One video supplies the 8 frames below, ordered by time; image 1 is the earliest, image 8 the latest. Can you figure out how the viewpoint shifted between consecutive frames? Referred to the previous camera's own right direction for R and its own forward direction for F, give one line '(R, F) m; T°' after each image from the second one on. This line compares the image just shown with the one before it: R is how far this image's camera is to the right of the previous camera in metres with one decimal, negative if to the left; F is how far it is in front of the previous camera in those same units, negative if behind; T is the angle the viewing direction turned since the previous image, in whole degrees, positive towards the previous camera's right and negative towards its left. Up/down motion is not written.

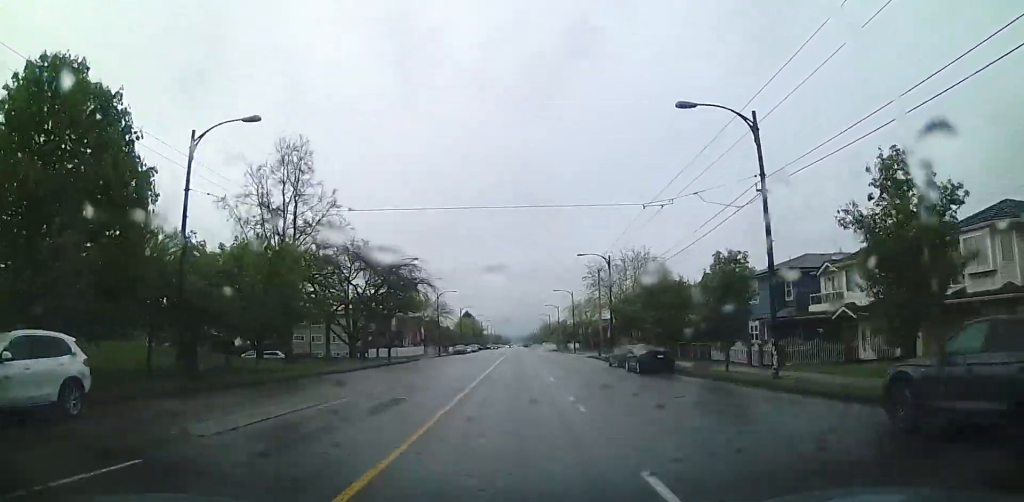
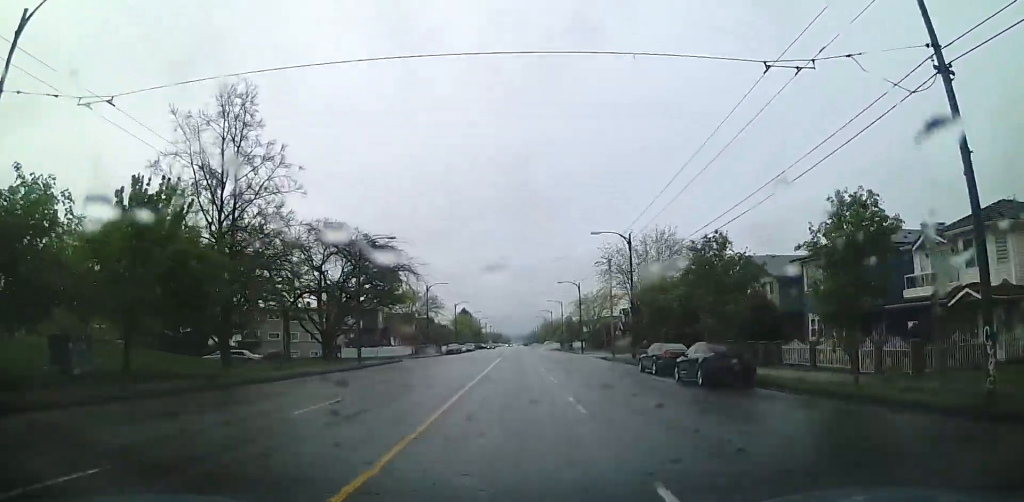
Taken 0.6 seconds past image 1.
(-0.2, +10.1) m; 0°
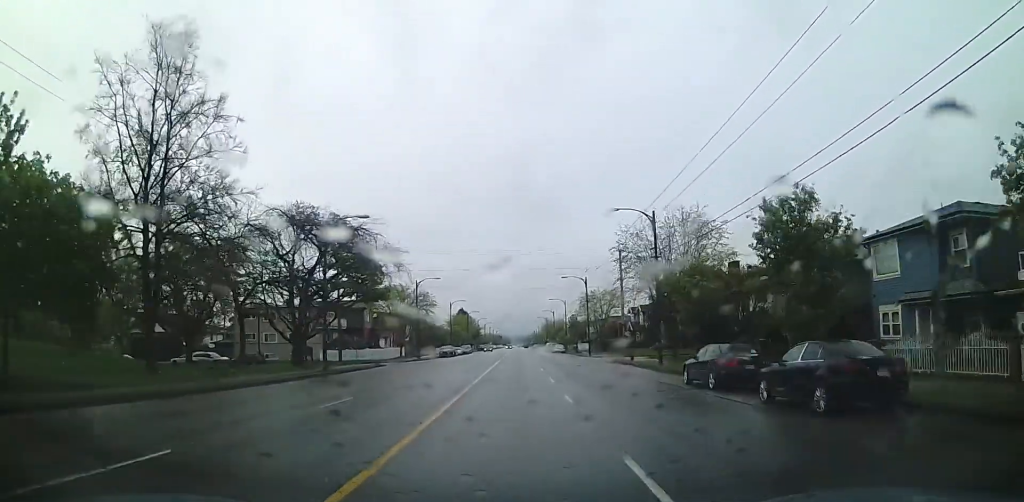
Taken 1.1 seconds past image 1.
(0.0, +7.7) m; 0°
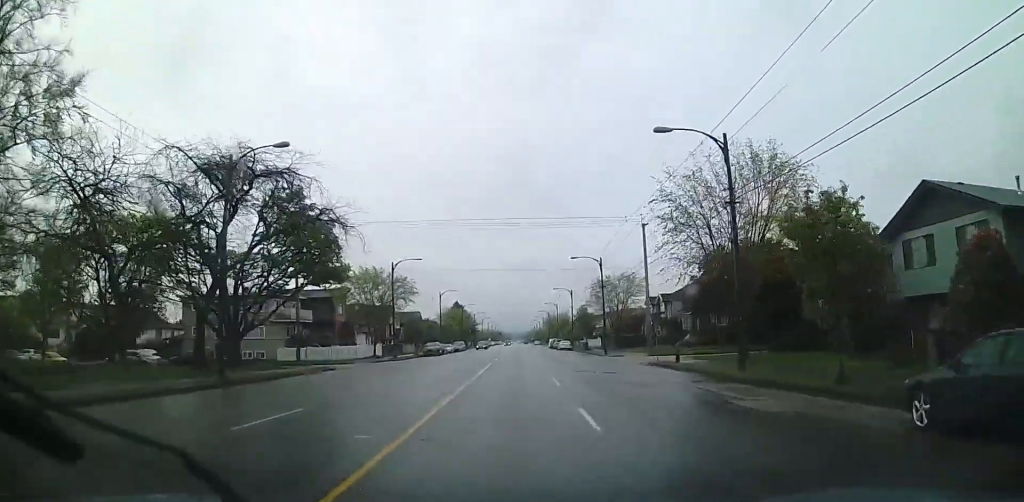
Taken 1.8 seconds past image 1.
(+0.2, +12.6) m; 0°
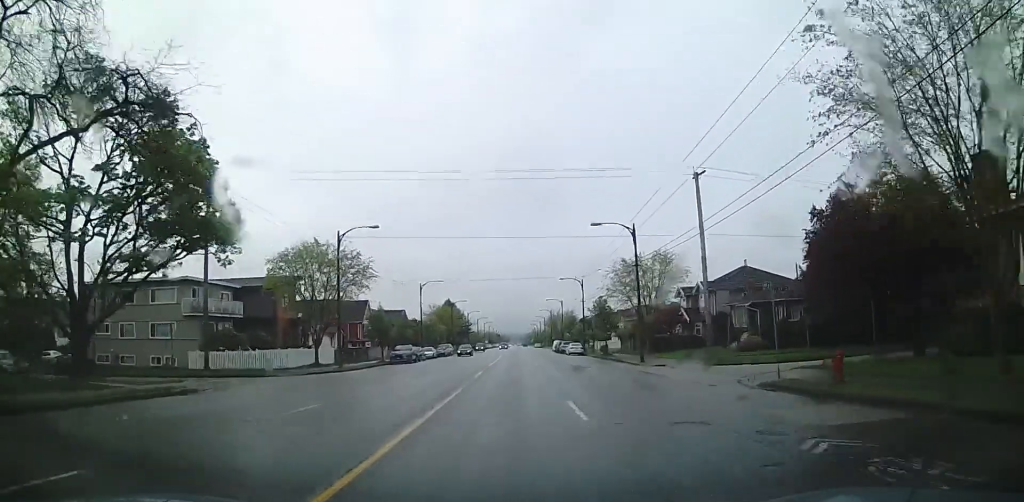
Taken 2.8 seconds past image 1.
(-0.3, +16.3) m; -1°
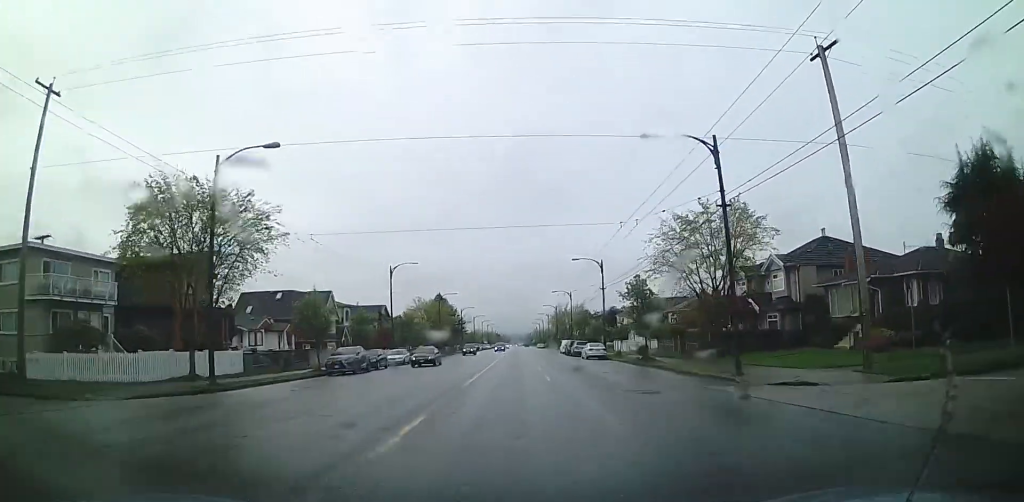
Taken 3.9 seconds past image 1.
(0.0, +17.0) m; 0°
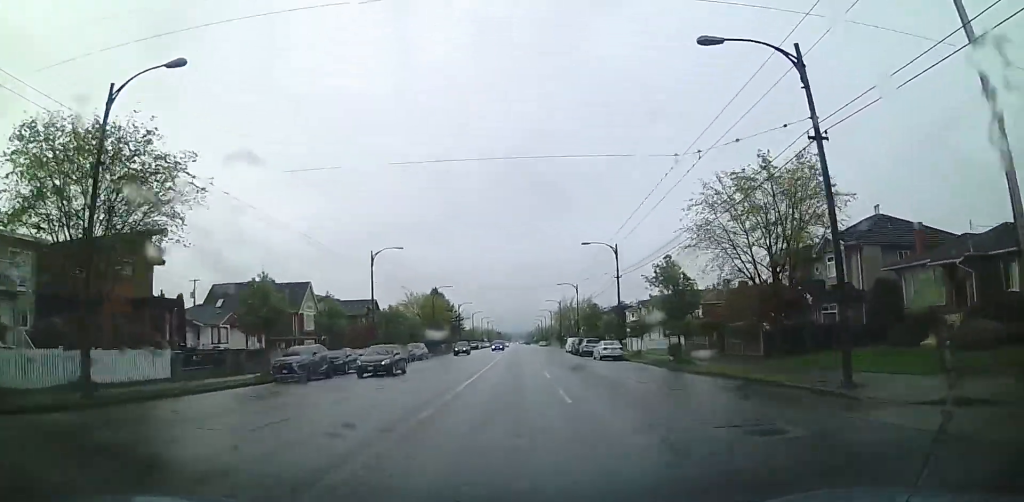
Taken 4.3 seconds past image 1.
(0.0, +7.8) m; 0°
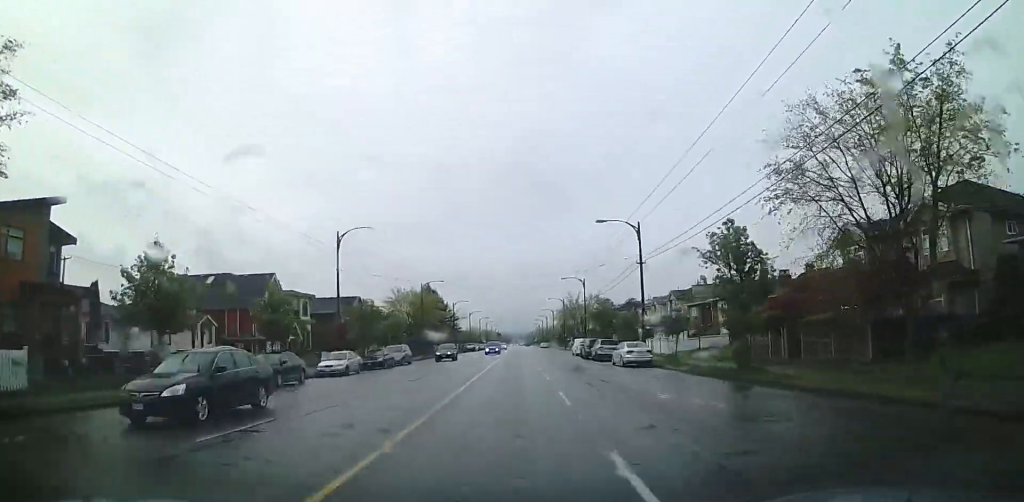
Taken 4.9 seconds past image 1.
(0.0, +9.5) m; 0°
